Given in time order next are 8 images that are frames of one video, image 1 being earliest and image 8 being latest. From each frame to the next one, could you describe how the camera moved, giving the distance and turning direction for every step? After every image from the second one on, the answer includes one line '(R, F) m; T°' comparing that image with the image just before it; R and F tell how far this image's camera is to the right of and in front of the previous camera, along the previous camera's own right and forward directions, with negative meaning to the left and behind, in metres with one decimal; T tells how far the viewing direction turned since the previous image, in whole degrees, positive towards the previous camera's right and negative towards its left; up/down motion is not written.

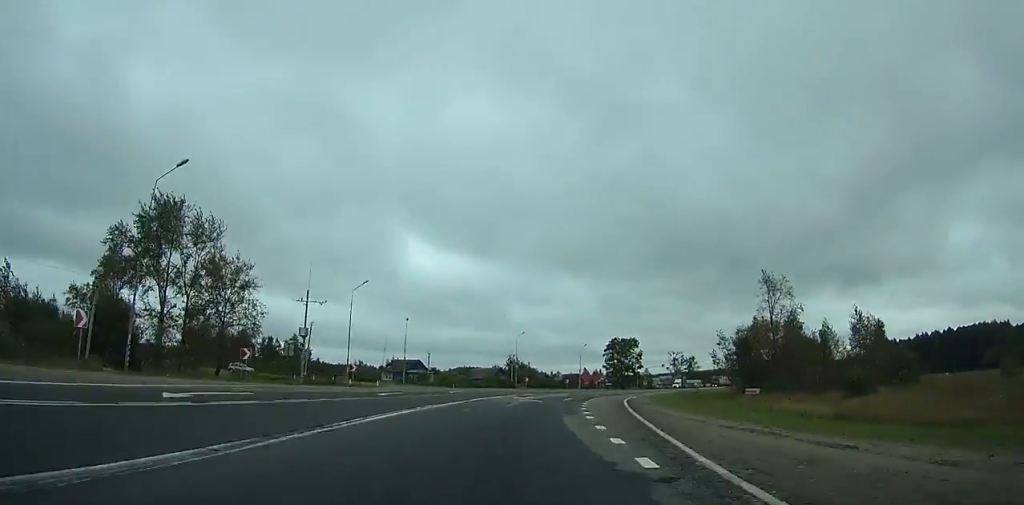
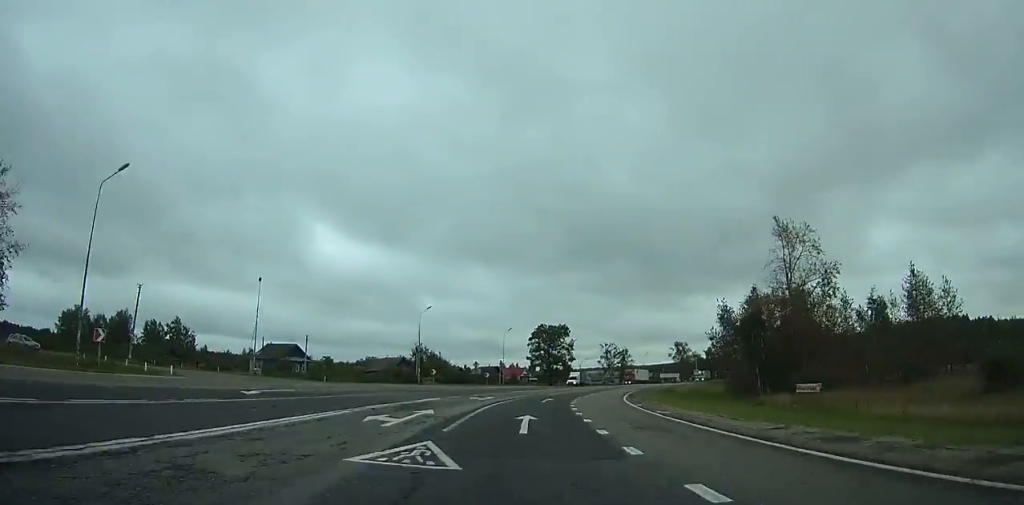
(+0.7, +32.6) m; +7°
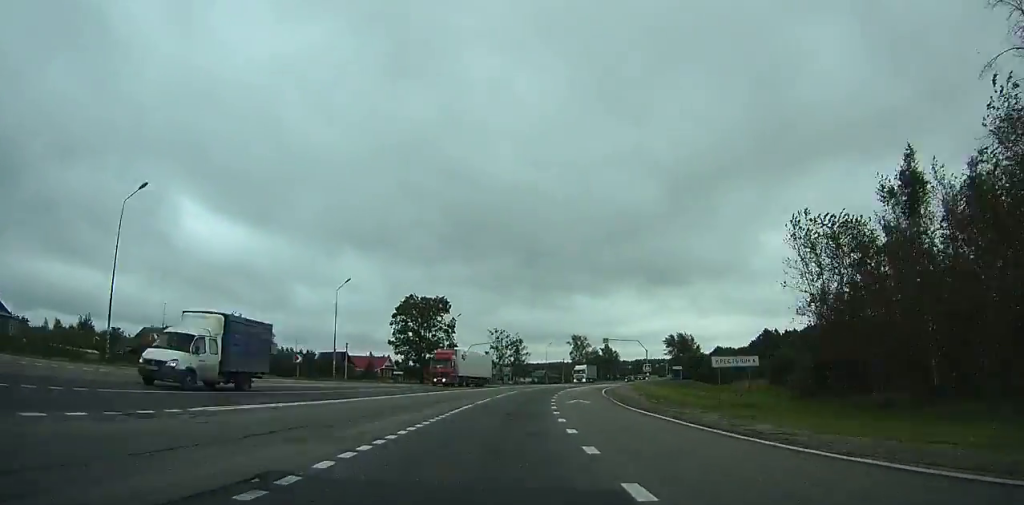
(+4.9, +47.9) m; +12°
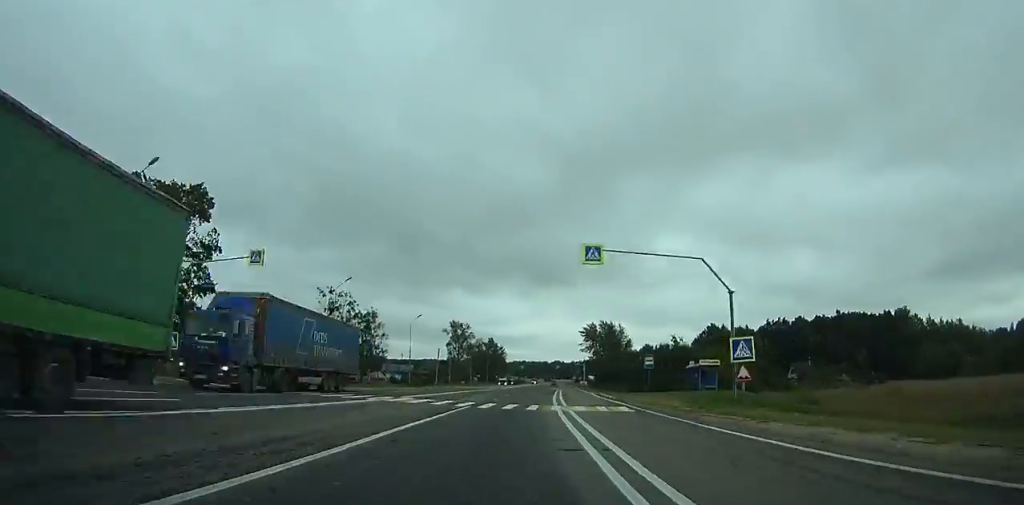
(+8.1, +62.7) m; +12°
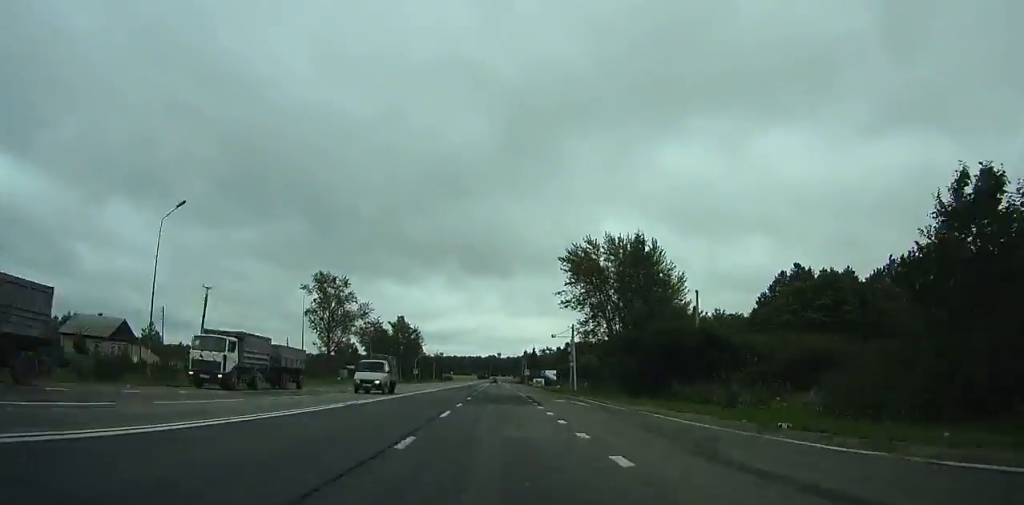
(+8.9, +86.8) m; +8°
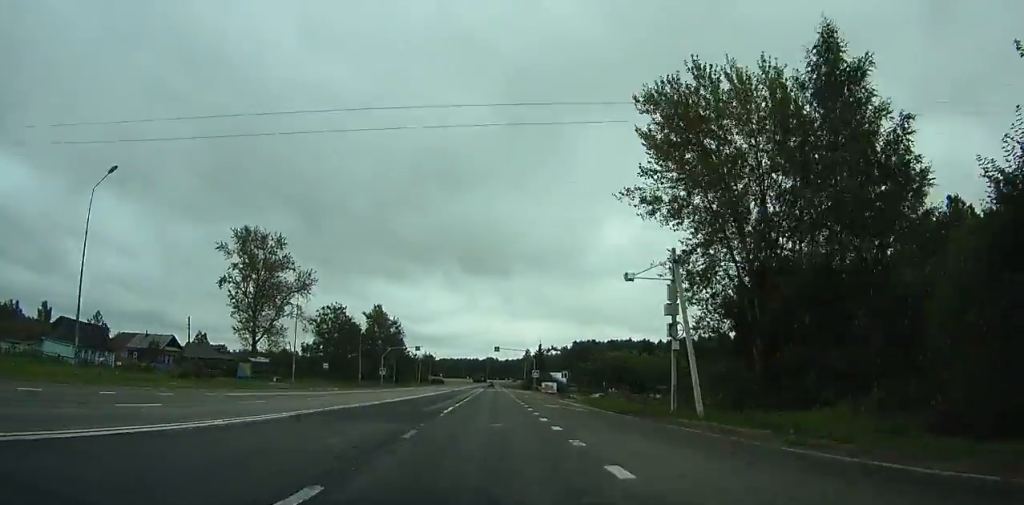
(+0.4, +35.4) m; +1°
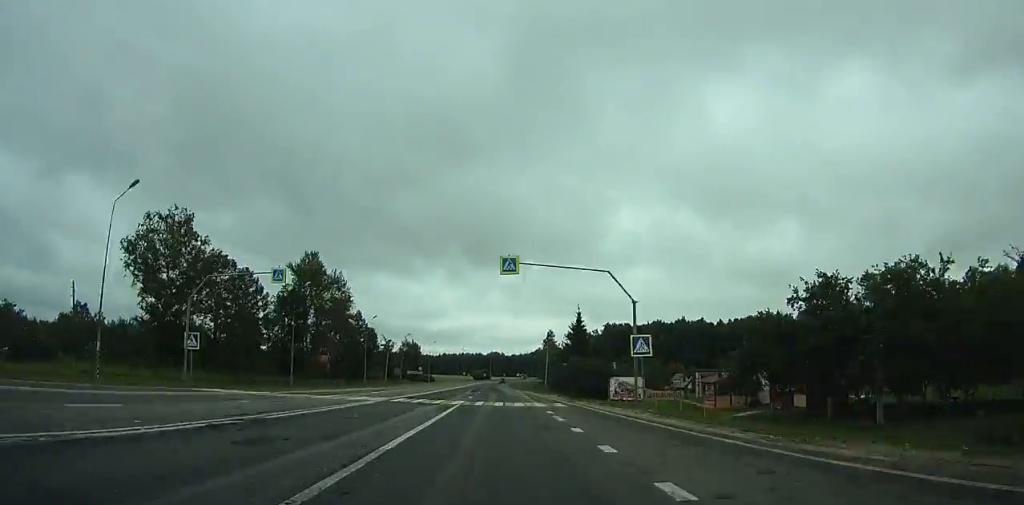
(-0.1, +69.6) m; 0°
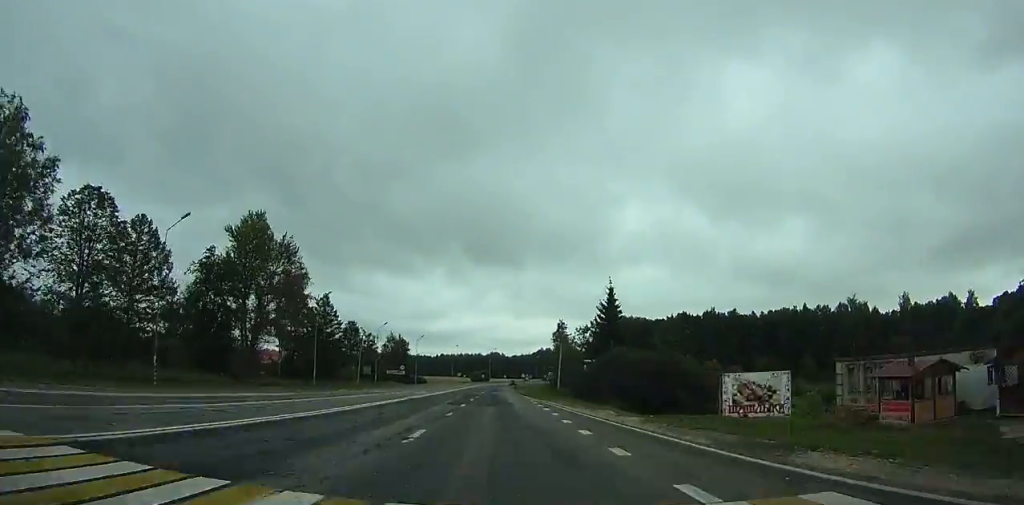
(0.0, +27.0) m; 0°
